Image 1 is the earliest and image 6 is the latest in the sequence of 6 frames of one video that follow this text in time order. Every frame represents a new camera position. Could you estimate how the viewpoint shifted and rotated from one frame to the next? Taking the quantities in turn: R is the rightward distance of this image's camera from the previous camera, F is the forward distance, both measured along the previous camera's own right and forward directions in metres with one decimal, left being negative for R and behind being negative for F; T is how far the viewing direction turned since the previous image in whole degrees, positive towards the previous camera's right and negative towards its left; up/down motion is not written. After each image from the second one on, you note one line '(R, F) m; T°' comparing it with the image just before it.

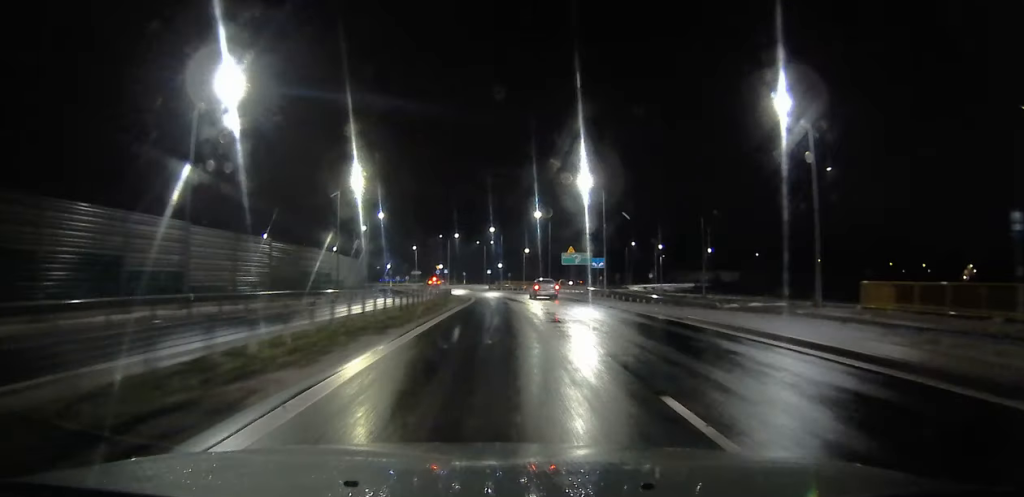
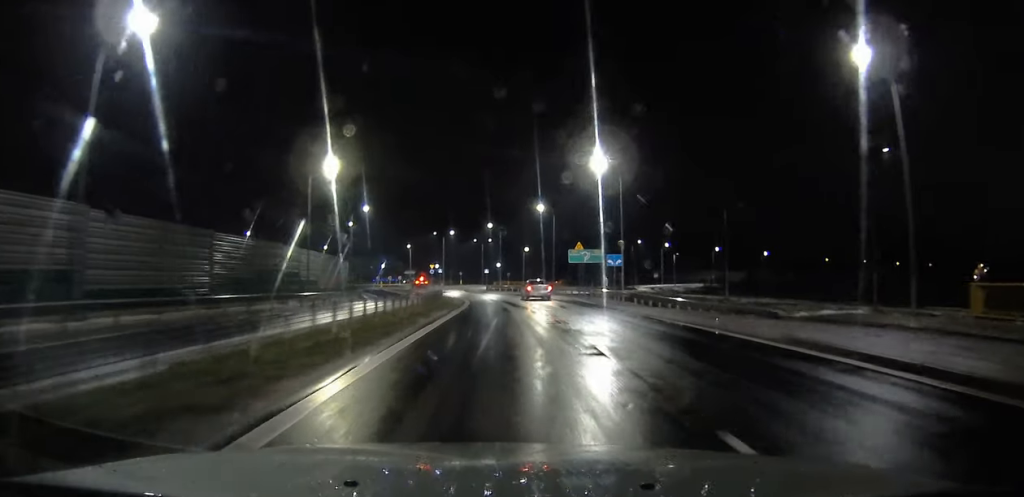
(-0.1, +7.7) m; -2°
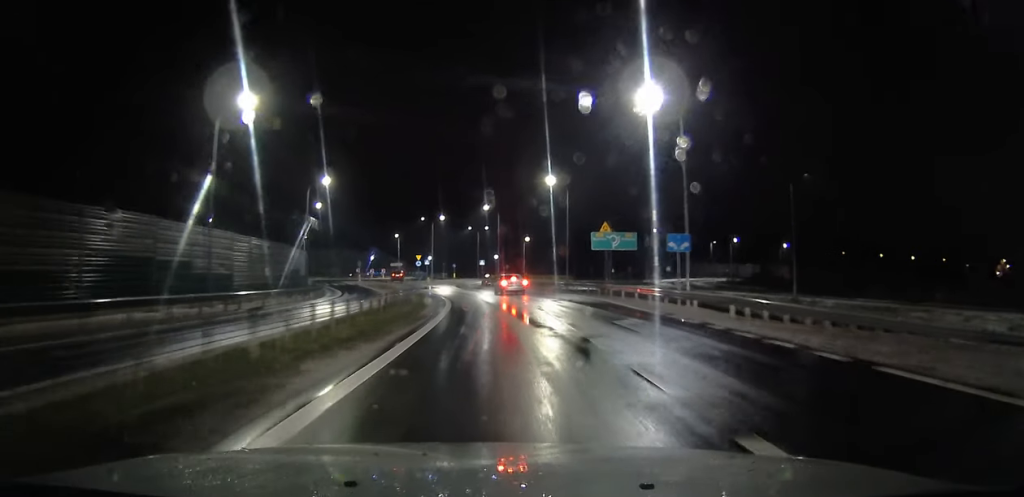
(-0.3, +14.9) m; -3°
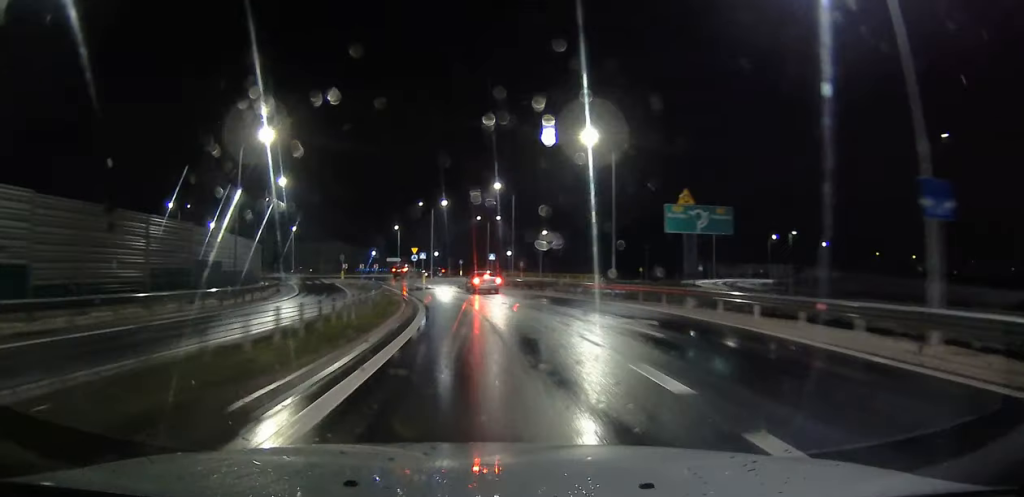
(-0.4, +16.2) m; -2°
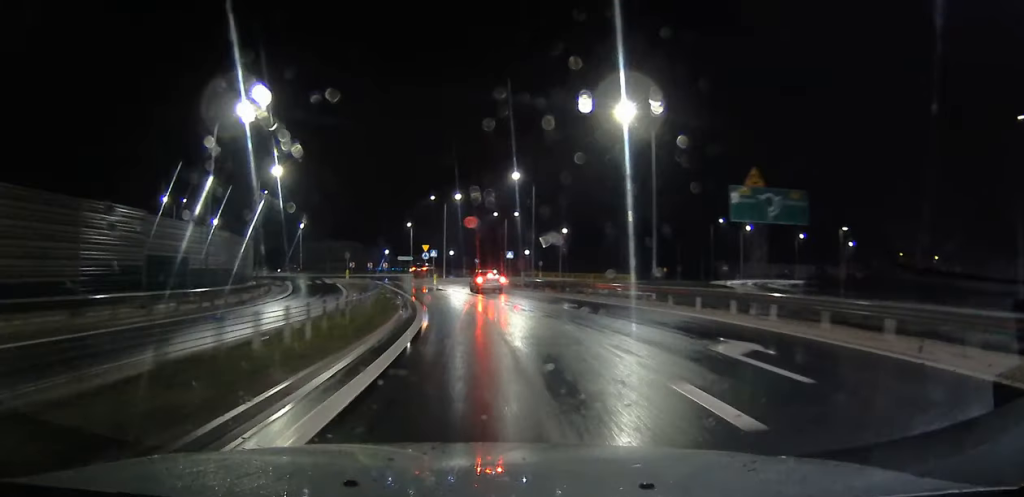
(0.0, +5.7) m; 0°
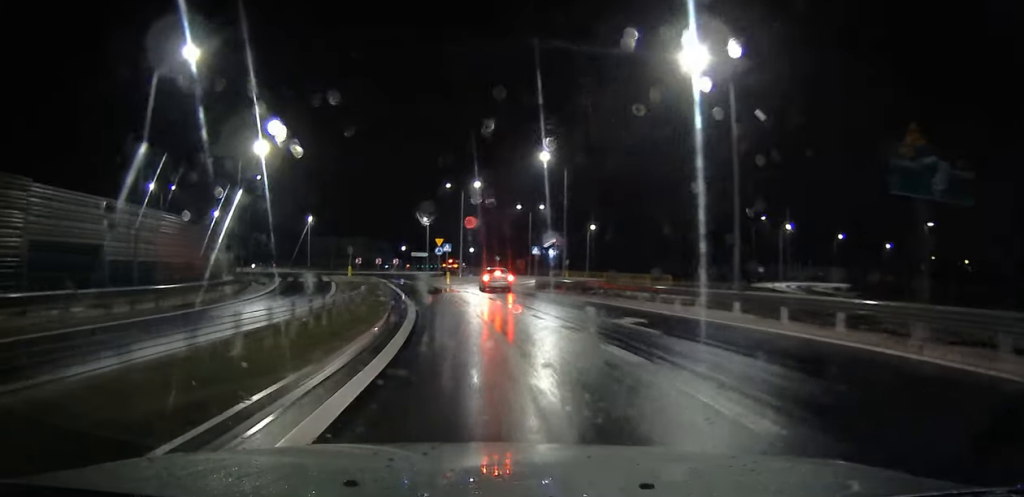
(0.0, +8.1) m; 0°
